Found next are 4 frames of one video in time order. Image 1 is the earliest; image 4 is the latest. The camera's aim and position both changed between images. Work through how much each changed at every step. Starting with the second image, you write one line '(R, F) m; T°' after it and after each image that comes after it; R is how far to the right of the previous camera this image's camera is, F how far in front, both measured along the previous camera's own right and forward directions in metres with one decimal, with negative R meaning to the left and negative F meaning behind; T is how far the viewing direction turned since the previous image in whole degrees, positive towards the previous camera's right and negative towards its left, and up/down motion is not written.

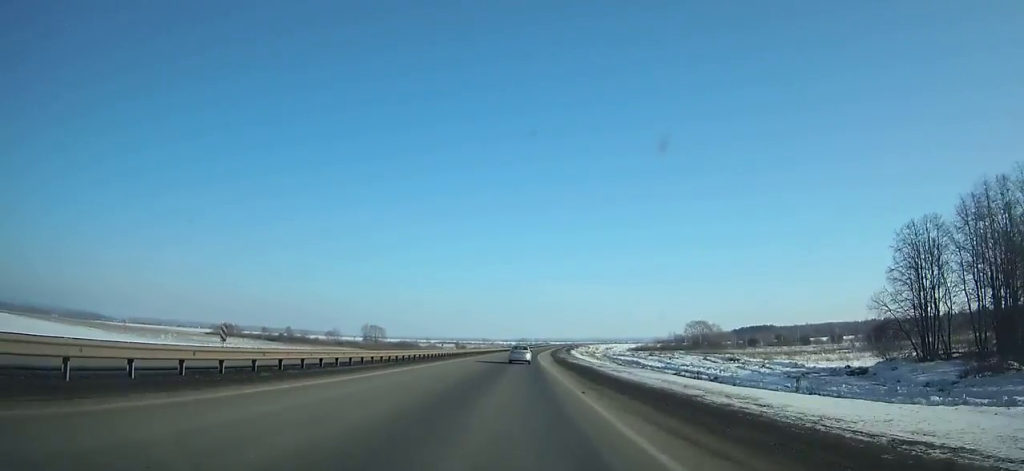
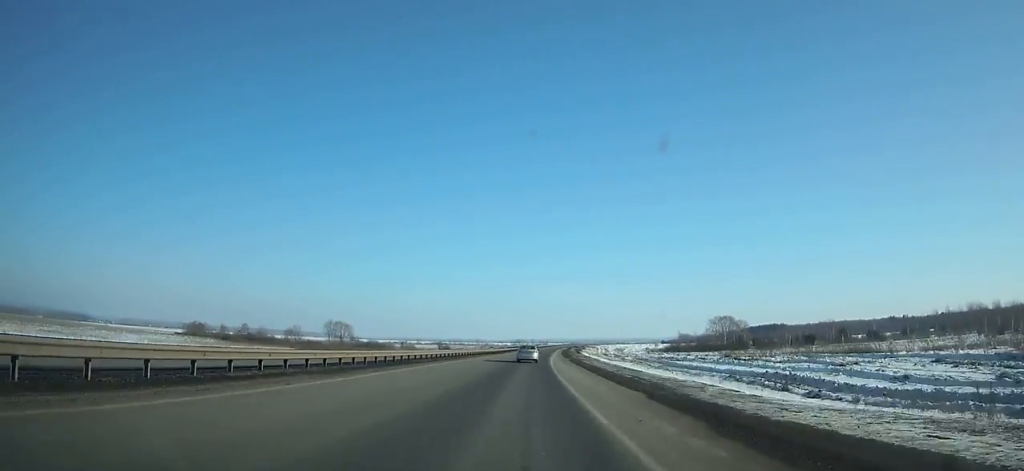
(+0.3, +58.9) m; +1°
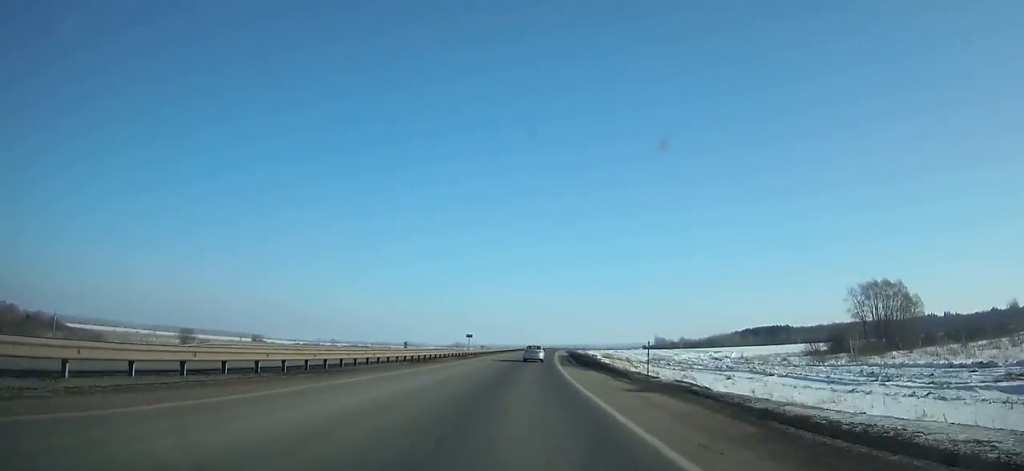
(+8.9, +193.7) m; +5°
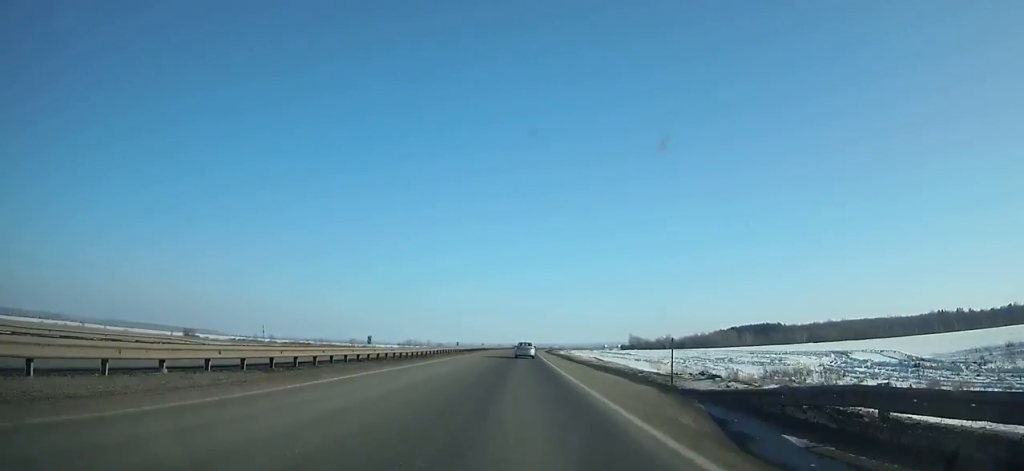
(+2.0, +84.8) m; +2°
